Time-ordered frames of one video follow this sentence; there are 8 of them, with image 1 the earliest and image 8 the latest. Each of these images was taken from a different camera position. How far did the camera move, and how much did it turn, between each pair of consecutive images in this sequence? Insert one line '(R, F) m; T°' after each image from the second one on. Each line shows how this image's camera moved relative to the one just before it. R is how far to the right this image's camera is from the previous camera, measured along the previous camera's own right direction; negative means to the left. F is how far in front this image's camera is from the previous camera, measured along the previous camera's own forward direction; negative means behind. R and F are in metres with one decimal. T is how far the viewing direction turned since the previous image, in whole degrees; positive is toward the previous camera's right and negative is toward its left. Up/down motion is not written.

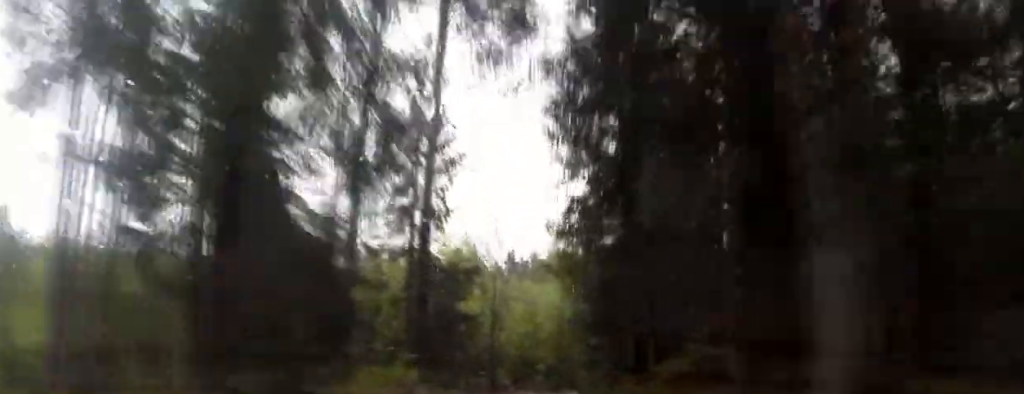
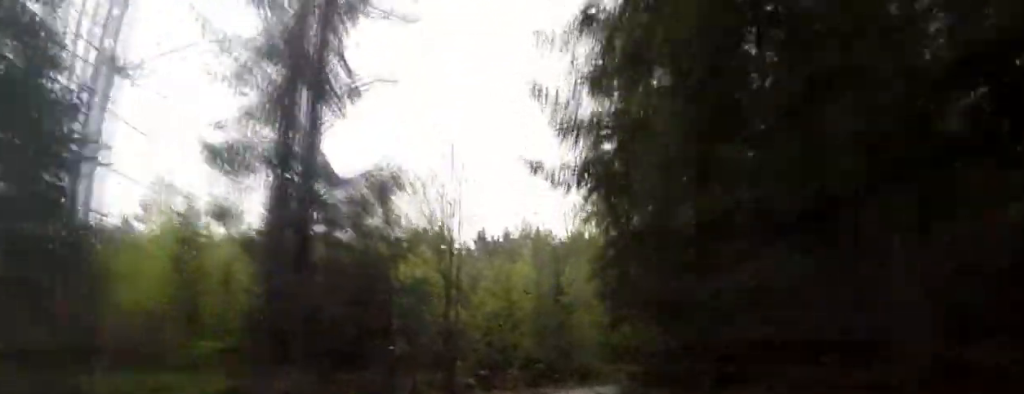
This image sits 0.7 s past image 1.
(+0.4, +11.3) m; +3°
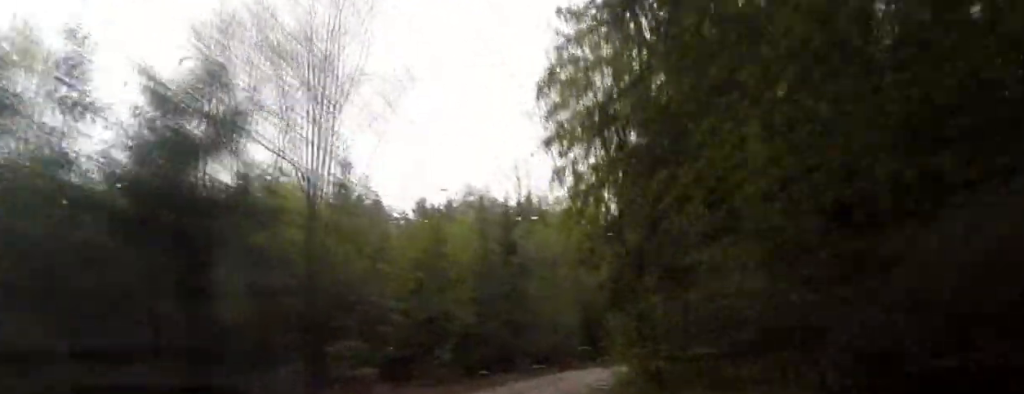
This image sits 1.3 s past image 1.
(+1.5, +11.0) m; +4°
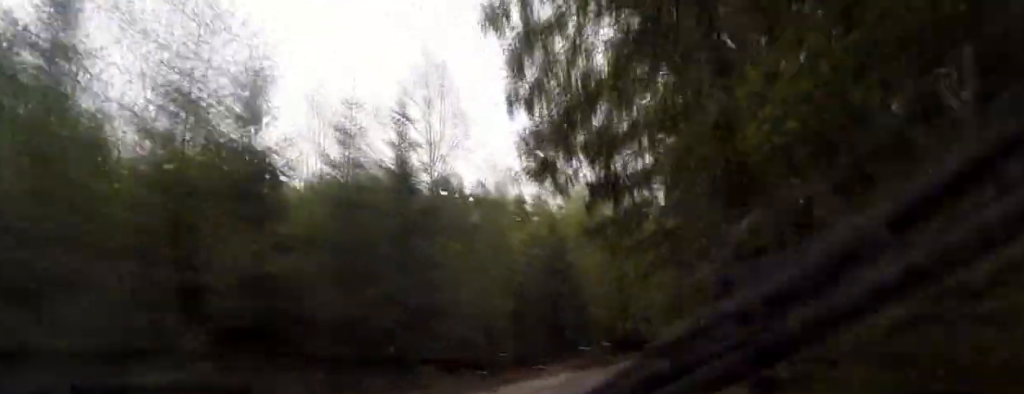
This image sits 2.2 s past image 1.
(-1.0, +13.5) m; +1°
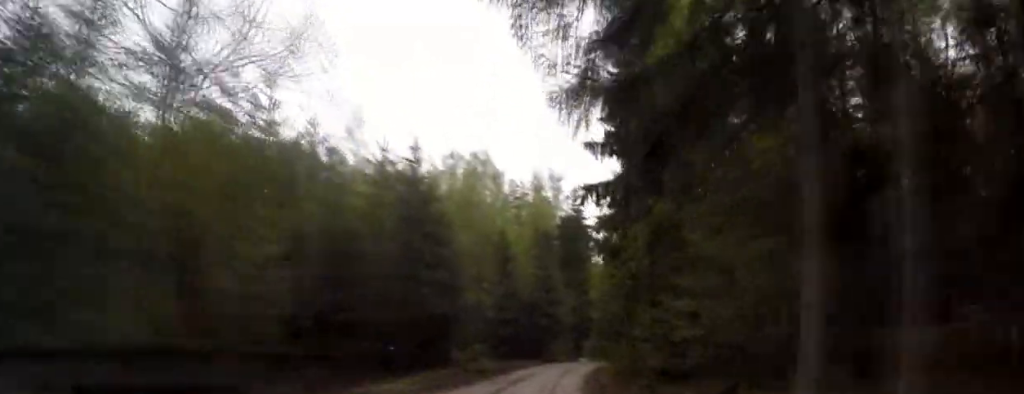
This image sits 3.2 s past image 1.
(+1.3, +14.7) m; +11°
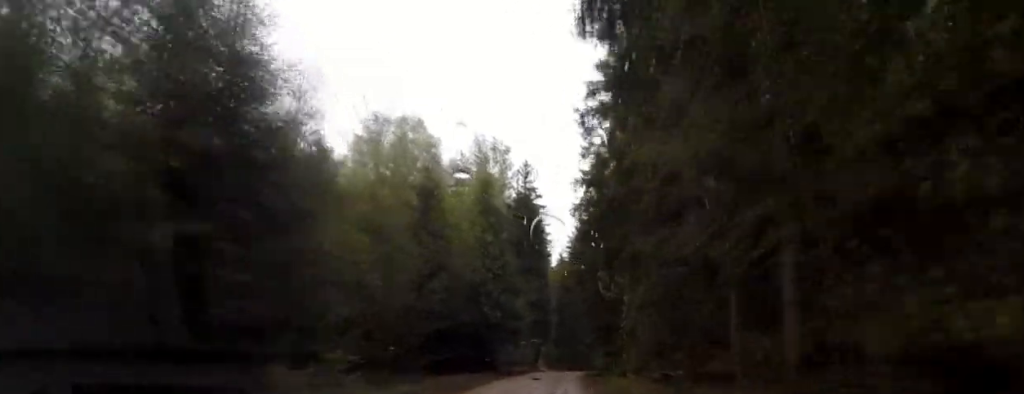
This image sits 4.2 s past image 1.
(+1.7, +15.8) m; +16°
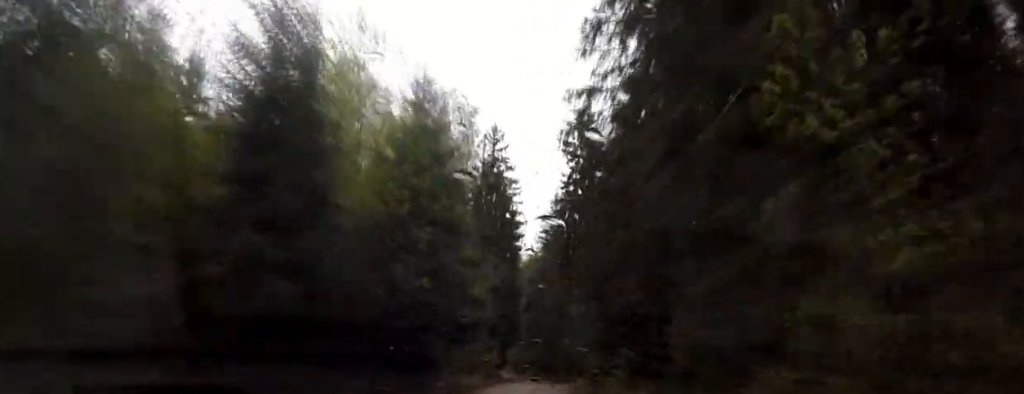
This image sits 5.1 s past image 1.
(+2.3, +14.0) m; +6°
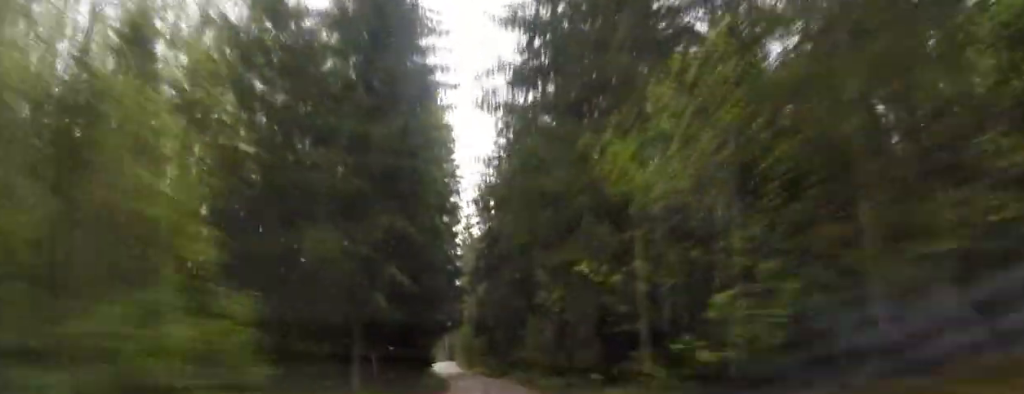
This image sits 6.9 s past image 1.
(+1.2, +29.2) m; +7°
